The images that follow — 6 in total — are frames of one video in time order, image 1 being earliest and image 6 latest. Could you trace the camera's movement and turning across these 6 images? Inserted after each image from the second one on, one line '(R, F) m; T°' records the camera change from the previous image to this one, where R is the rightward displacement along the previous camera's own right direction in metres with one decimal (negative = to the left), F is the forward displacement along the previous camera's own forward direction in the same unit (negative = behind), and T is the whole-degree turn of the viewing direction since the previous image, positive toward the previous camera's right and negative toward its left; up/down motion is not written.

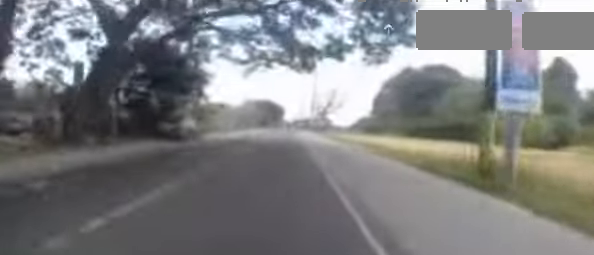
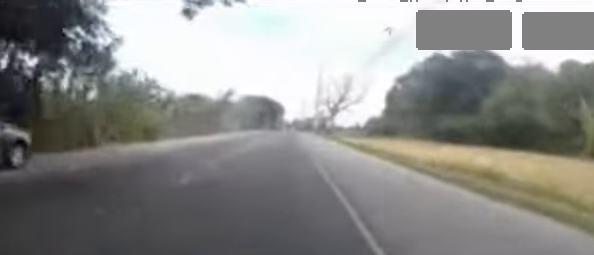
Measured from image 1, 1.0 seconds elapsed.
(+0.3, +15.1) m; 0°
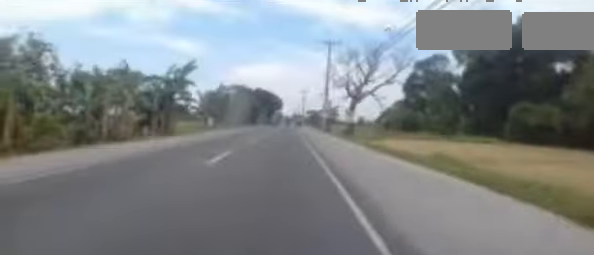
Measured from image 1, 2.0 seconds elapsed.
(-0.2, +15.1) m; 0°
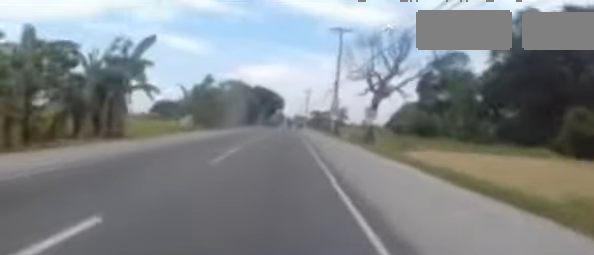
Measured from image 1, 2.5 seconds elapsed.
(-0.4, +7.5) m; +1°
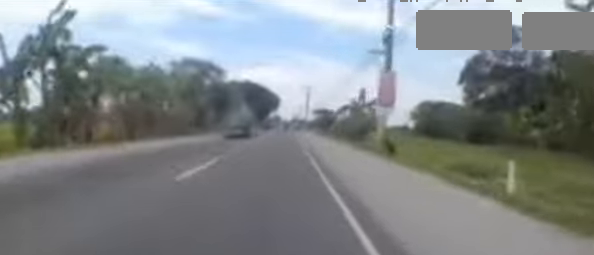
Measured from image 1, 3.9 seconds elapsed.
(+1.0, +22.2) m; 0°
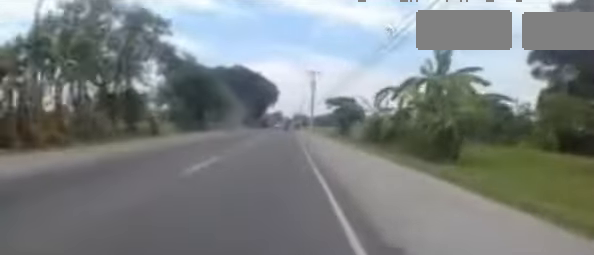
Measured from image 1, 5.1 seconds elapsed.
(-0.7, +17.4) m; -1°
